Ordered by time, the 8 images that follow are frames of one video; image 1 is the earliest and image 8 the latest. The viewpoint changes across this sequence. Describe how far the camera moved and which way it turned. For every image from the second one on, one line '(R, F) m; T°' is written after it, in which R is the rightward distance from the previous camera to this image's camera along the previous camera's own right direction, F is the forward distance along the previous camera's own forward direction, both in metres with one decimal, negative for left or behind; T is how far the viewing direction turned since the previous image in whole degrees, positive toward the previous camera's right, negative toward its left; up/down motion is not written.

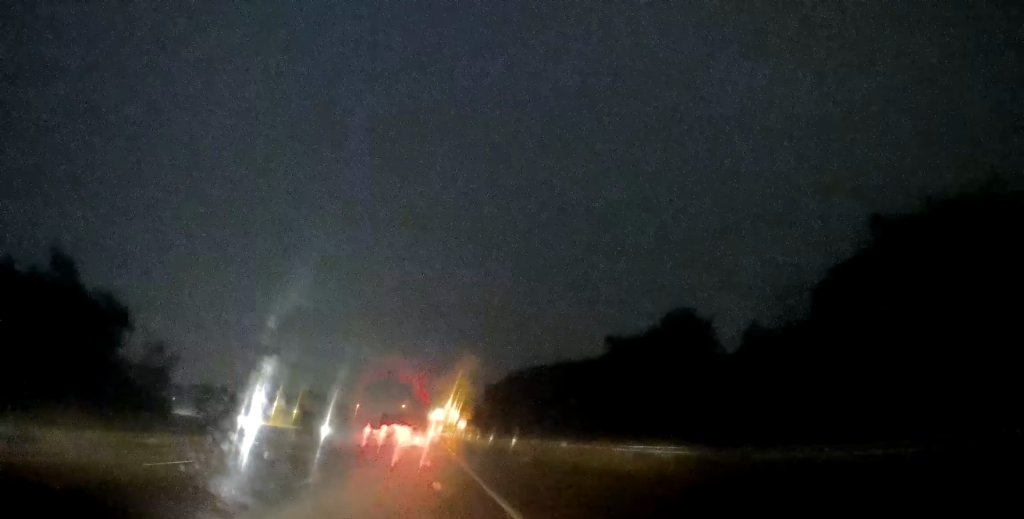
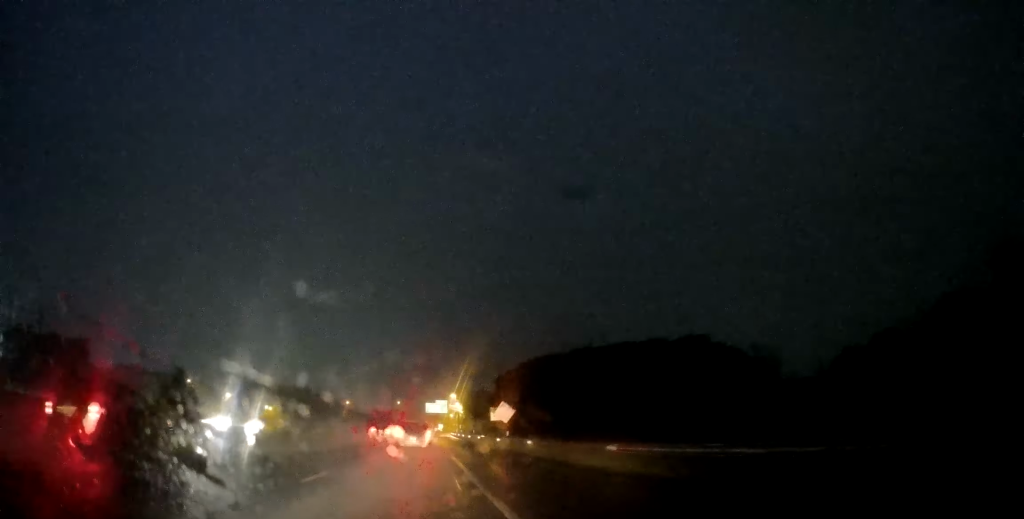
(-0.2, +59.6) m; 0°
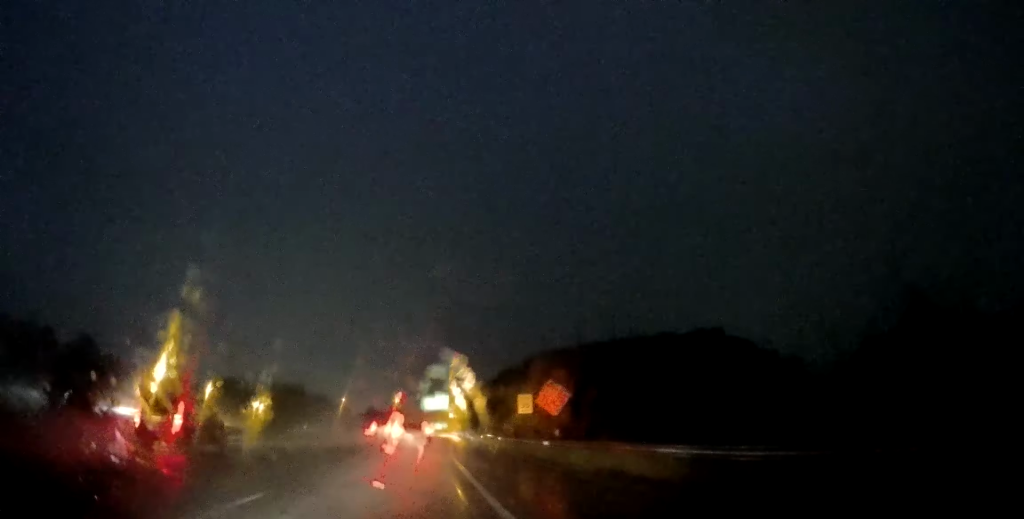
(0.0, +17.5) m; 0°
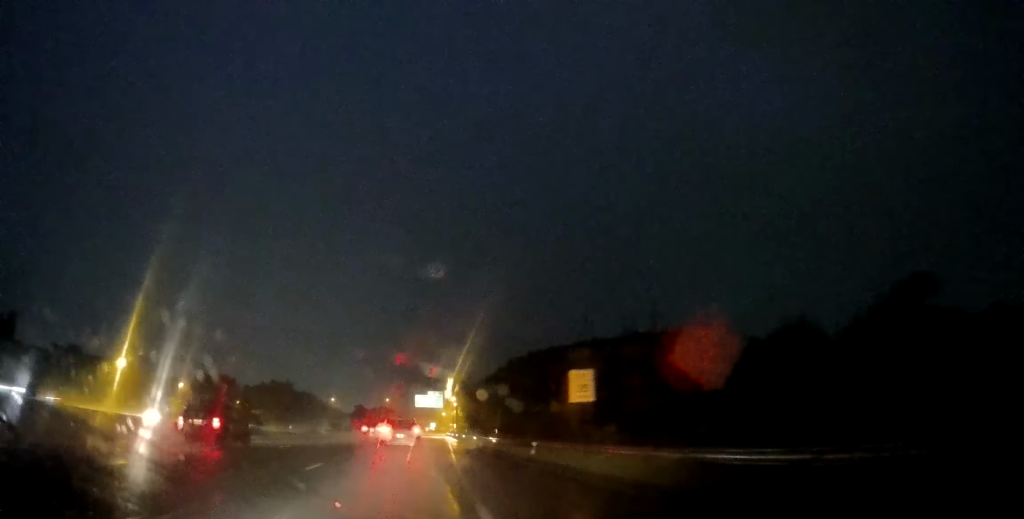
(+0.2, +15.7) m; 0°
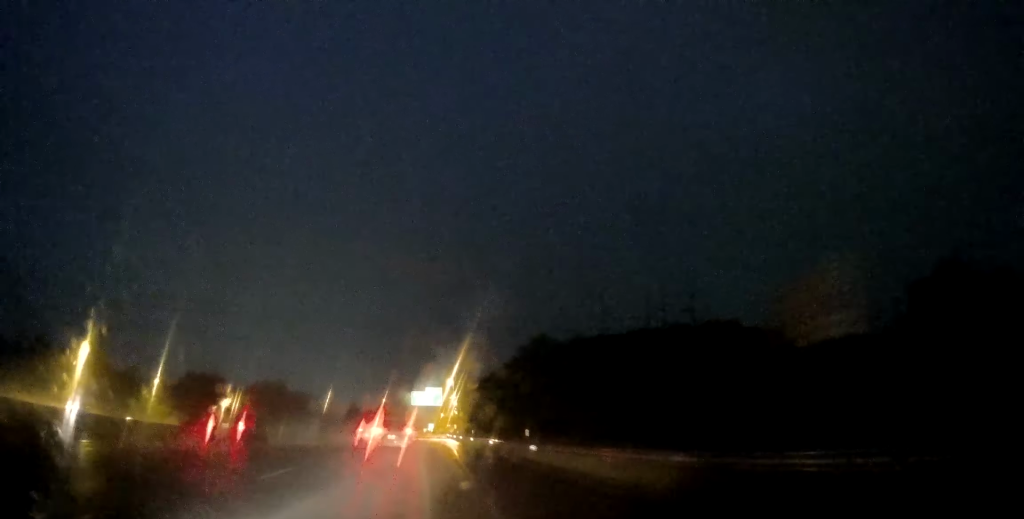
(-0.1, +14.7) m; 0°
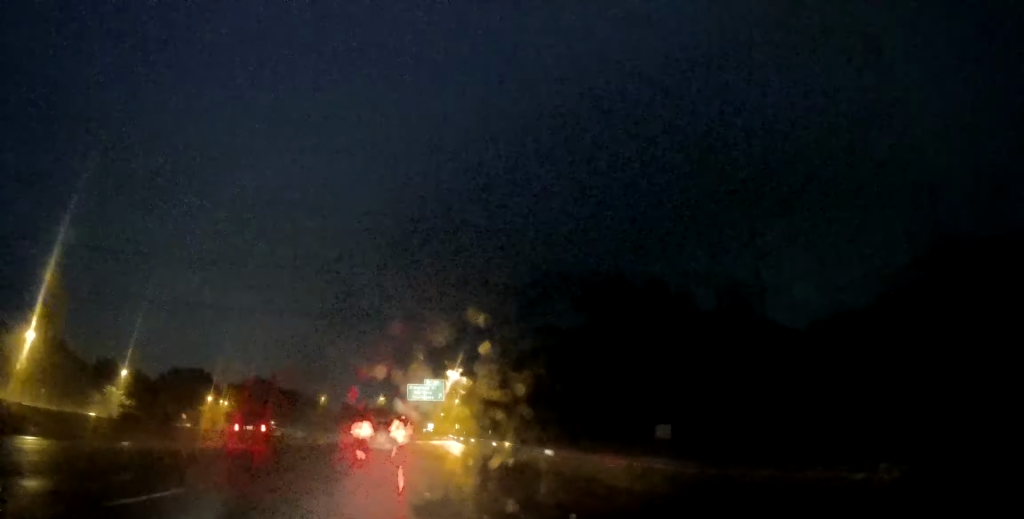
(-0.2, +17.5) m; 0°
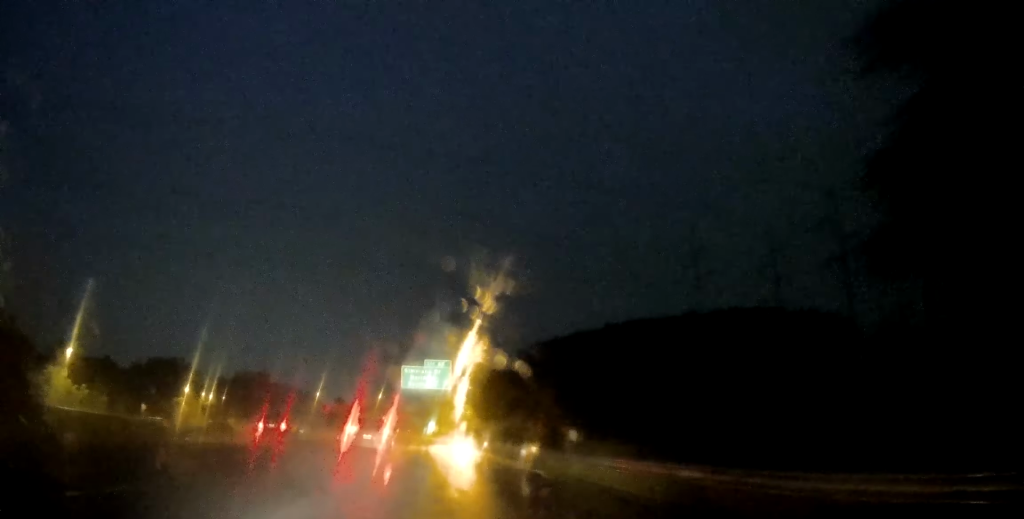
(+0.3, +23.8) m; +1°
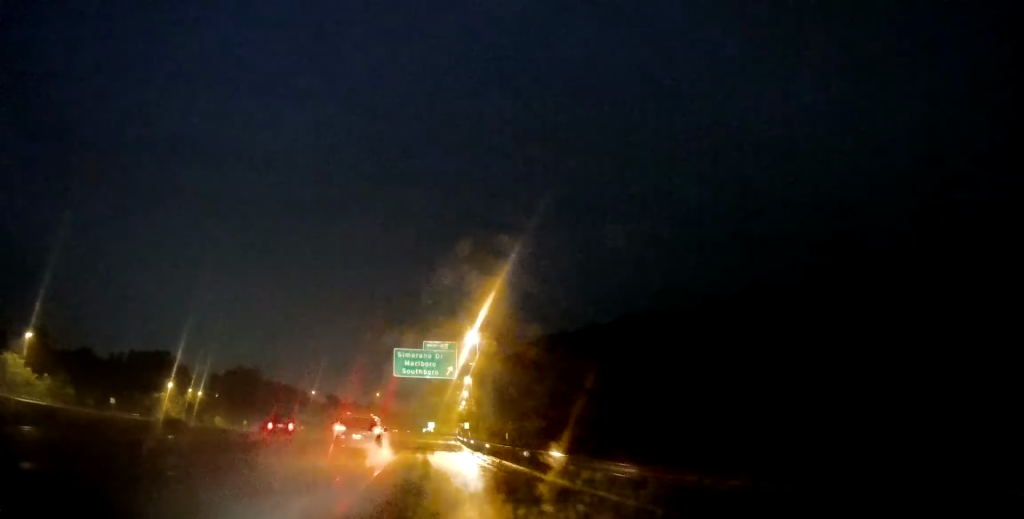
(0.0, +13.8) m; 0°
